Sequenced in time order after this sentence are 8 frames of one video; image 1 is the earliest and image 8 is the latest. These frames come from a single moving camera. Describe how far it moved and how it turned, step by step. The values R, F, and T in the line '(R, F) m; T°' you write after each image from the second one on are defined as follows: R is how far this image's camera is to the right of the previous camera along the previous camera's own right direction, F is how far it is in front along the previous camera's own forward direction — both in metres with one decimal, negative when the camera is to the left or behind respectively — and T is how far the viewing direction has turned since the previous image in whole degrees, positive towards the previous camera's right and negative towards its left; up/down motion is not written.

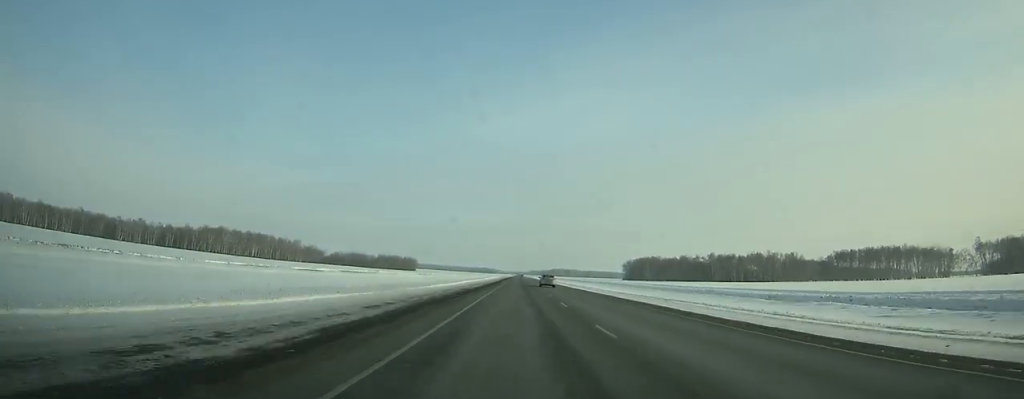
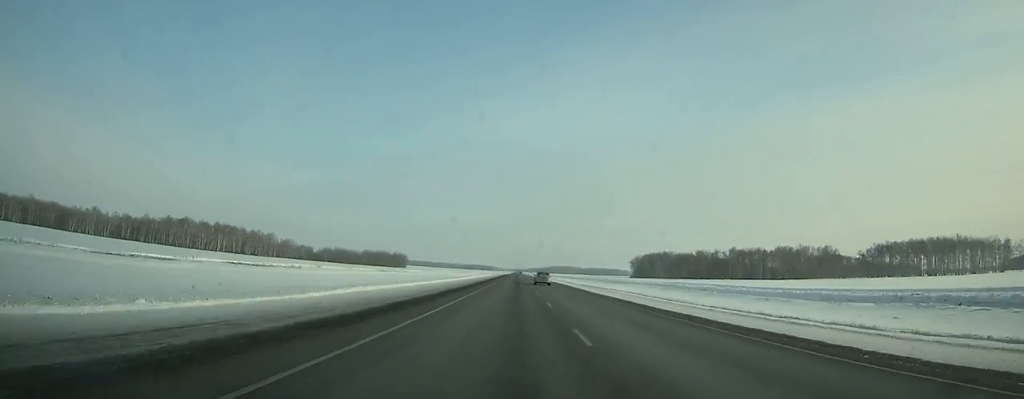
(+0.2, +48.5) m; 0°
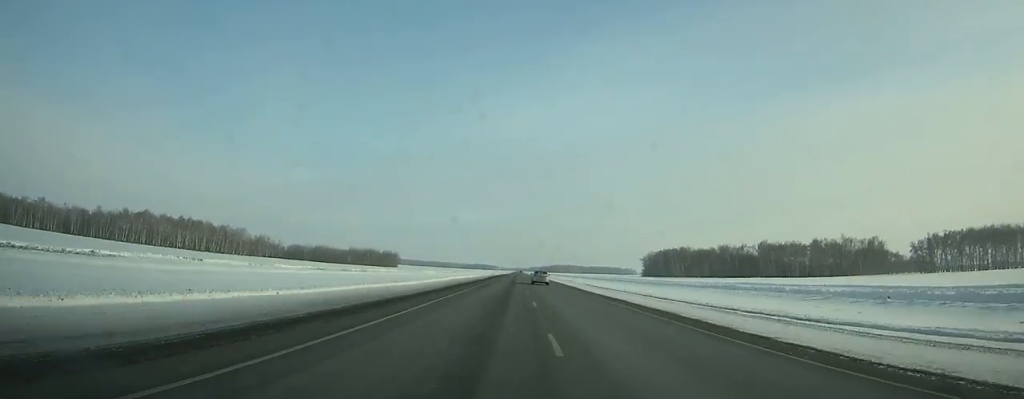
(+0.1, +48.1) m; 0°
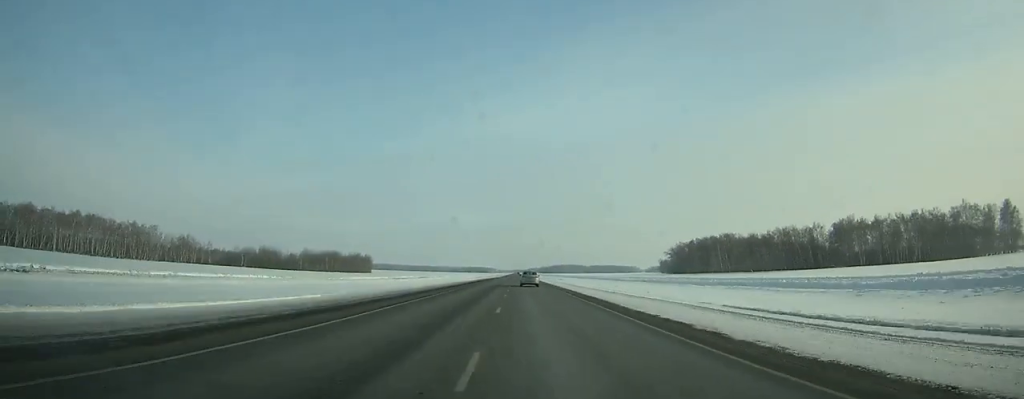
(+0.1, +97.1) m; 0°
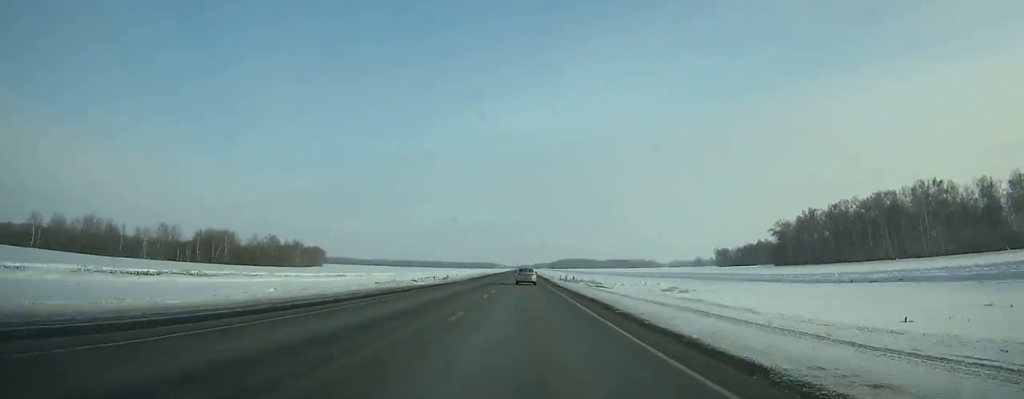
(-1.0, +168.4) m; 0°
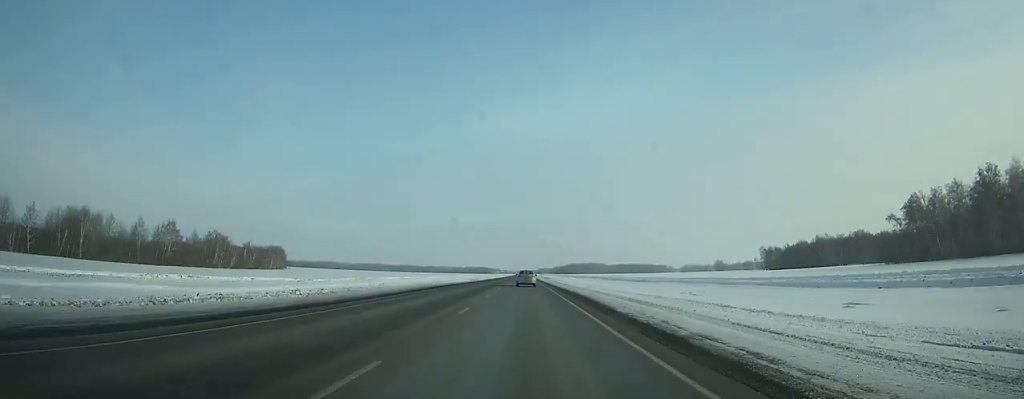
(+0.1, +89.9) m; 0°
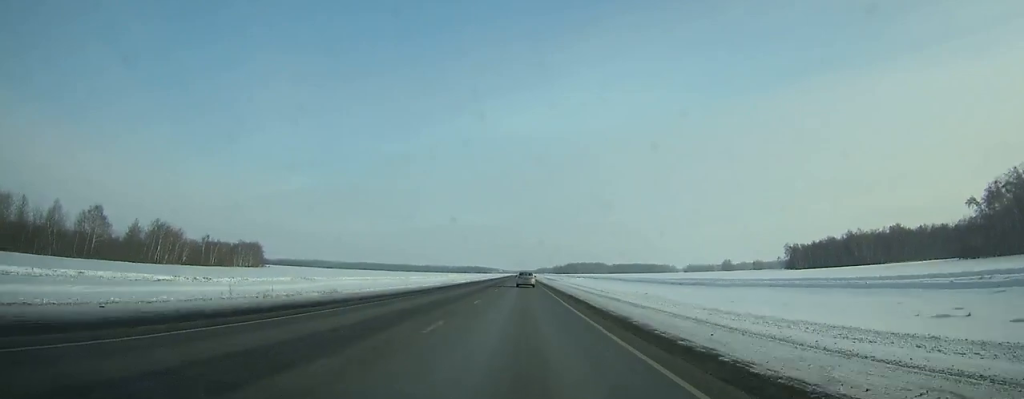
(+0.1, +39.0) m; 0°
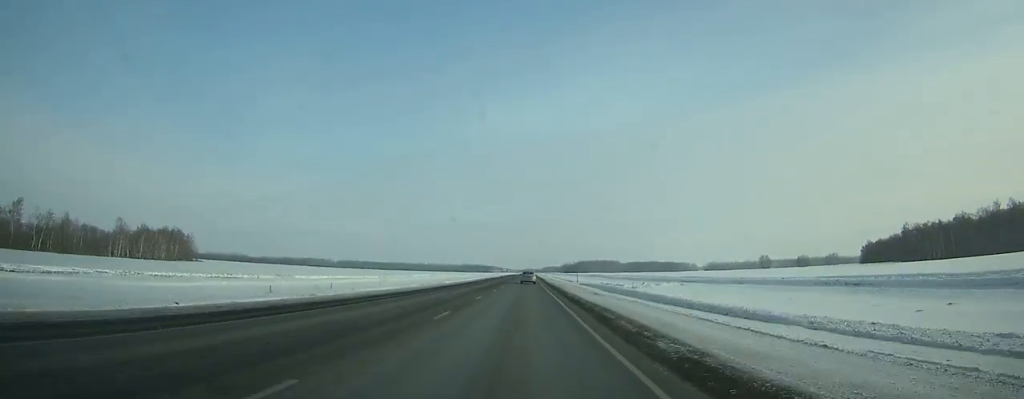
(-0.4, +107.8) m; 0°
